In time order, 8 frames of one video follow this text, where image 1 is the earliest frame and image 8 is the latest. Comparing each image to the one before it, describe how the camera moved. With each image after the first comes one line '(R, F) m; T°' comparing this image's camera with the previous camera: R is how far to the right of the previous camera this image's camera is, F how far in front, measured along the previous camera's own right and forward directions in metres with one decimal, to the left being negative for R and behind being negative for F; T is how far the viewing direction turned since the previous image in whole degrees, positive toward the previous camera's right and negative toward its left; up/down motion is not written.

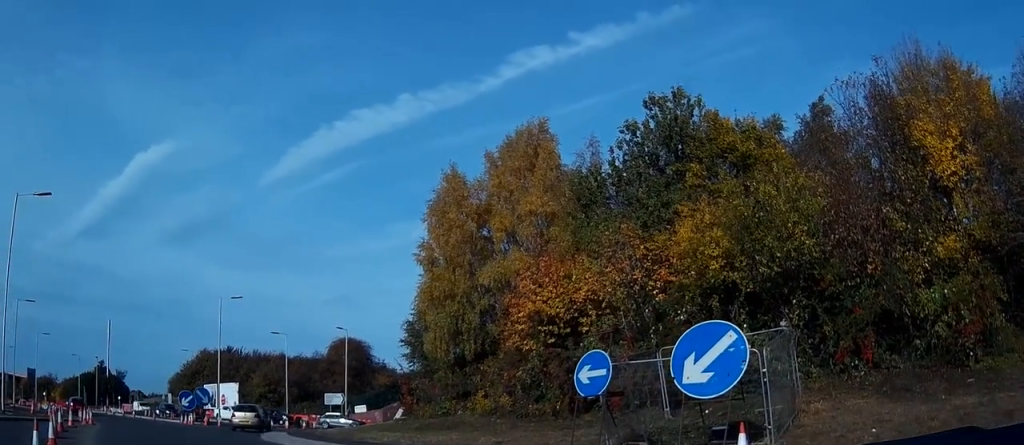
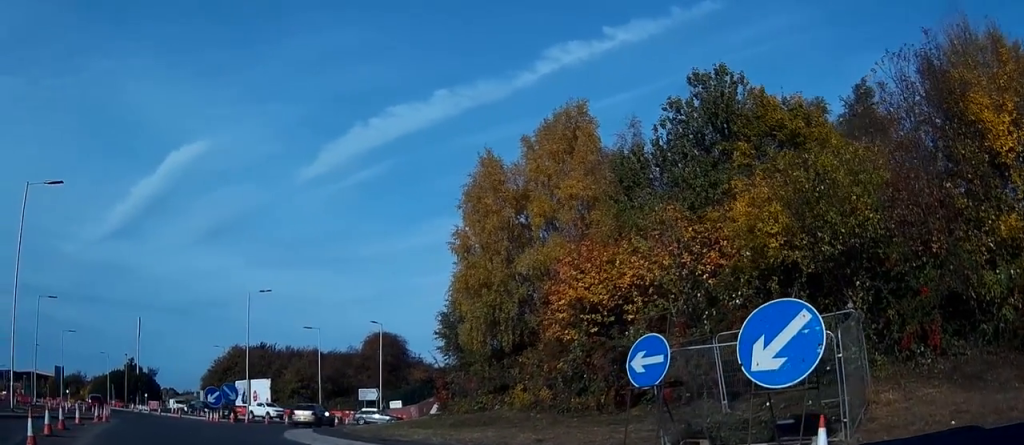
(-0.1, +1.5) m; -5°
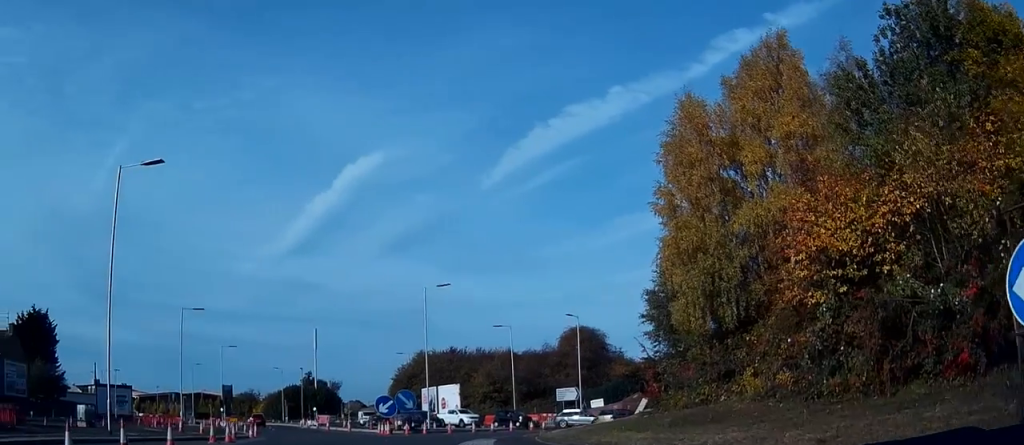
(-0.5, +5.4) m; -13°
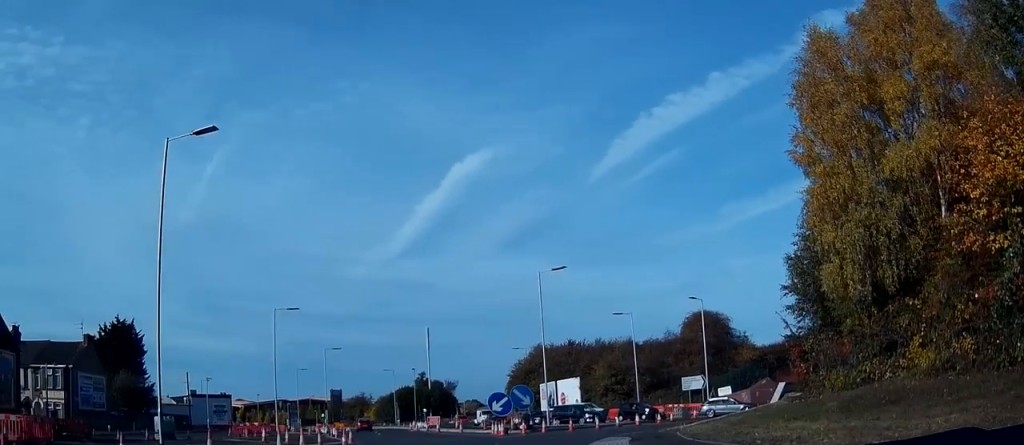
(-0.4, +4.2) m; -7°
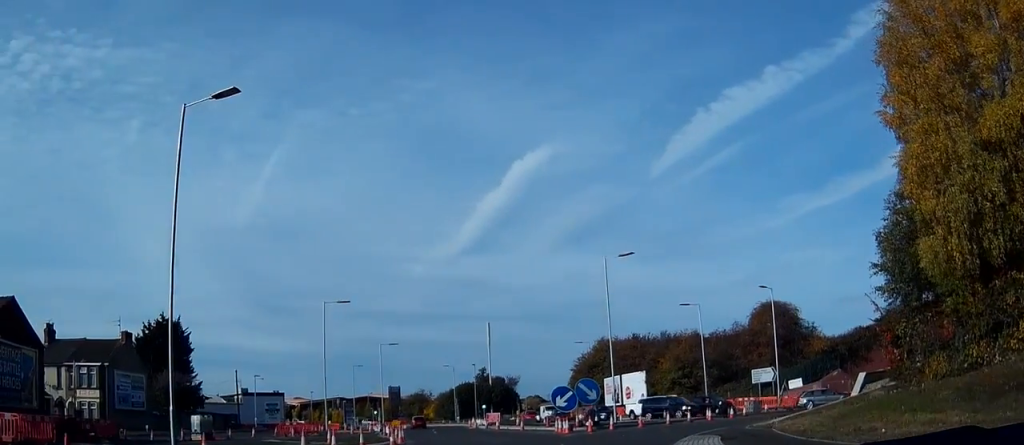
(-0.1, +3.0) m; -2°
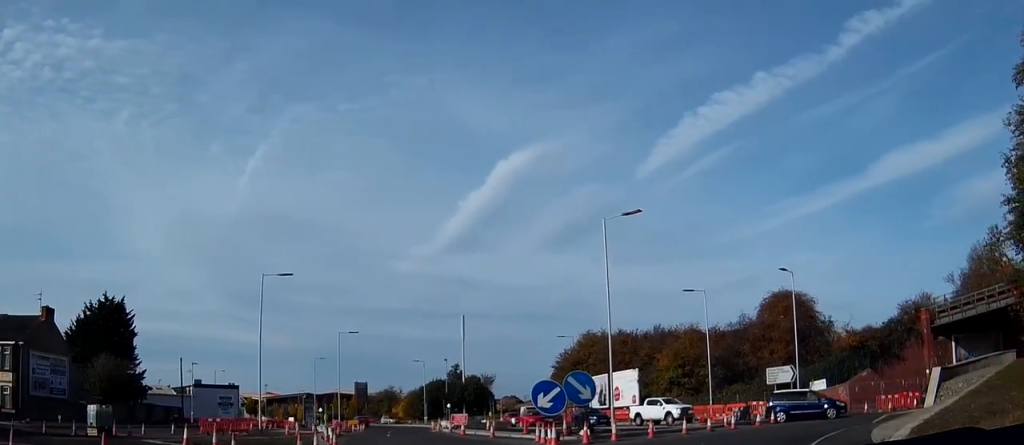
(+0.2, +9.8) m; +6°
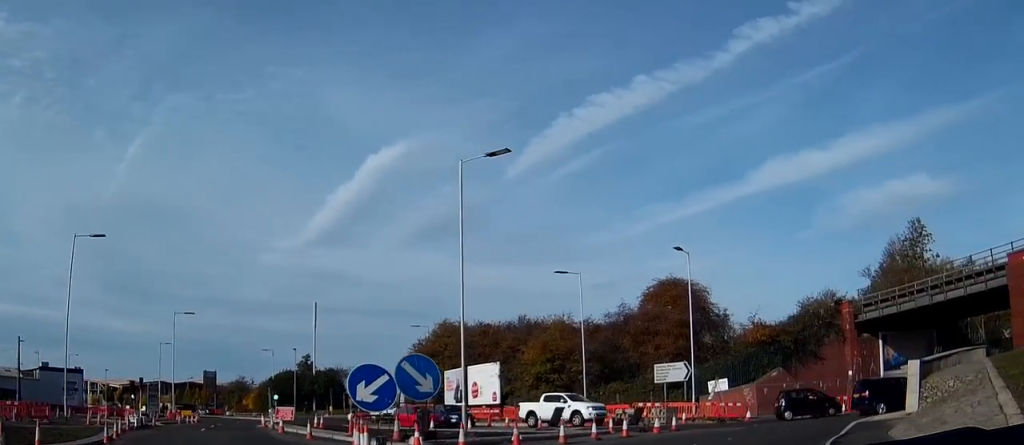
(+0.6, +8.0) m; +11°
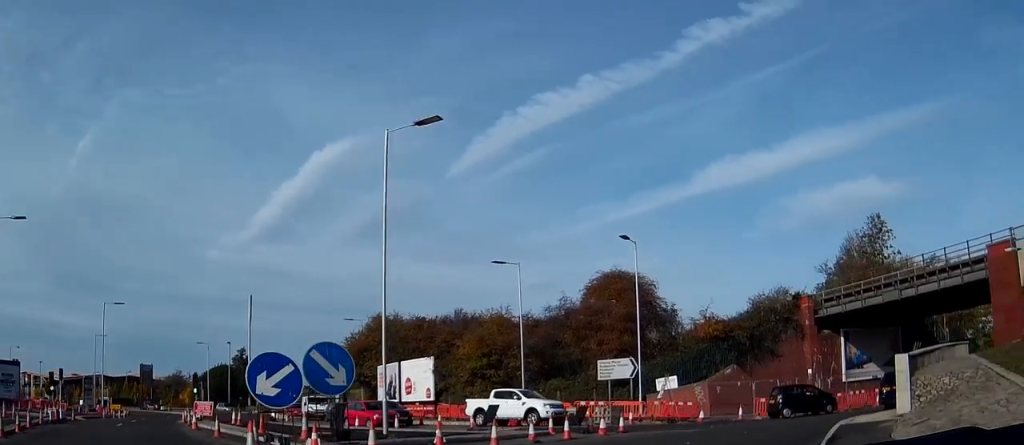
(0.0, +2.9) m; +4°
